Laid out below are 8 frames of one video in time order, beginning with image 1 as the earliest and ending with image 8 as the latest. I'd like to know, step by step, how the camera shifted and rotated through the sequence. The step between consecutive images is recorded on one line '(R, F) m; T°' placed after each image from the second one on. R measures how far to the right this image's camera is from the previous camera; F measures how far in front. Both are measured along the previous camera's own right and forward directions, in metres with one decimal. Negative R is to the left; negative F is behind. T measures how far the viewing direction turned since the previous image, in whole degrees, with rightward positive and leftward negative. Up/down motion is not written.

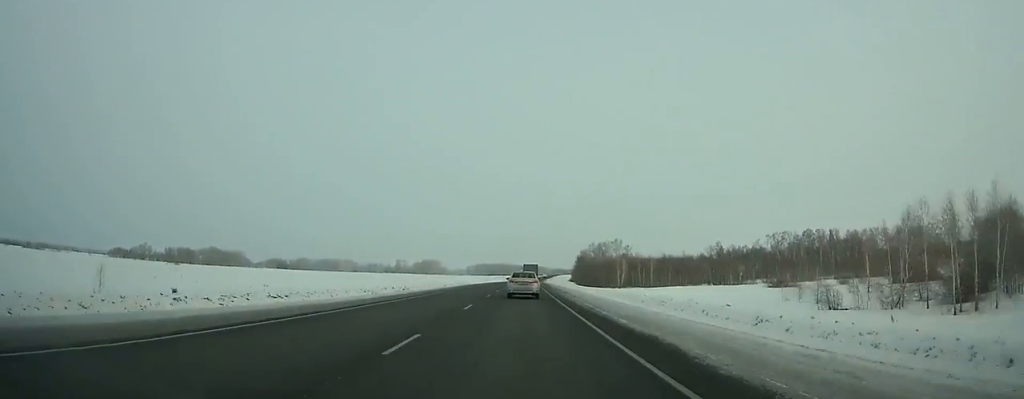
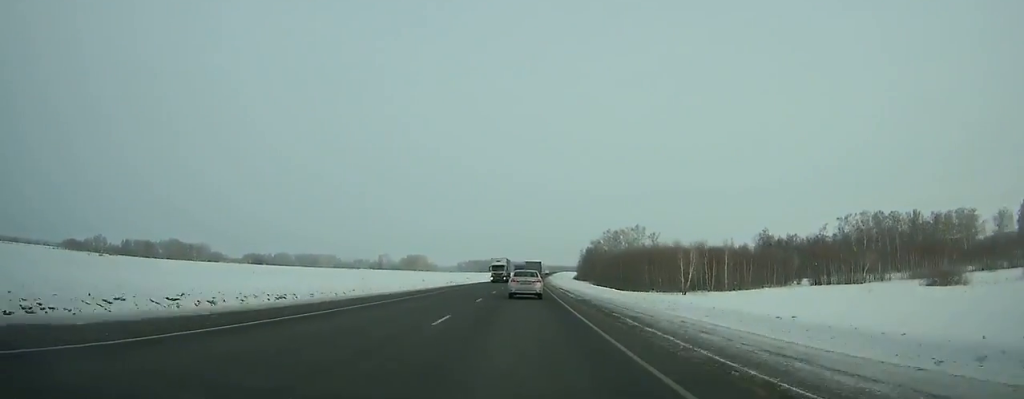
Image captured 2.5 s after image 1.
(+0.3, +65.9) m; +1°
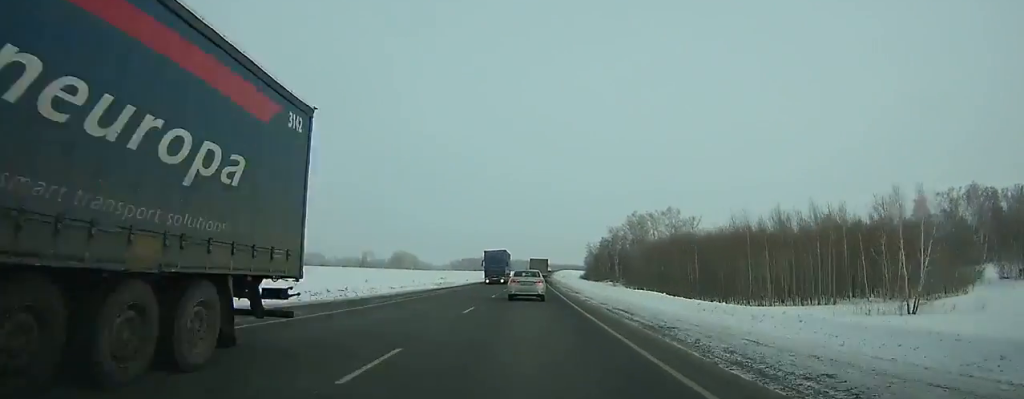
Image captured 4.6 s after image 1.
(+0.3, +54.4) m; +1°
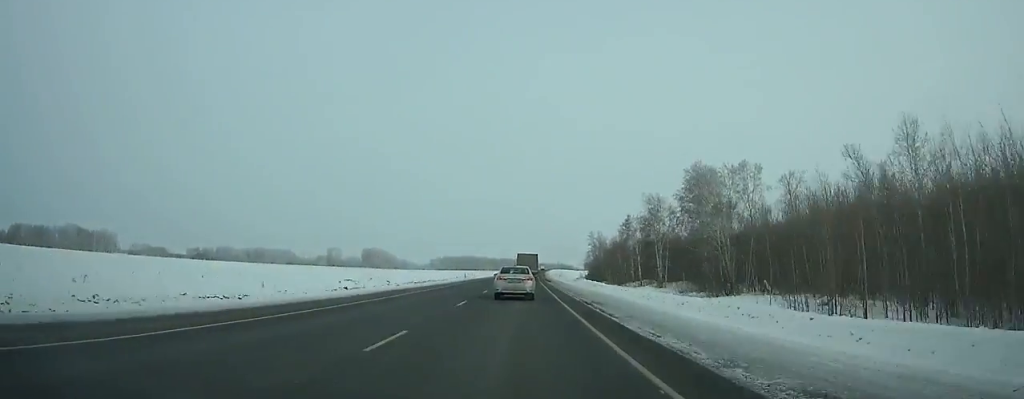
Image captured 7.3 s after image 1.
(+0.6, +68.6) m; +1°
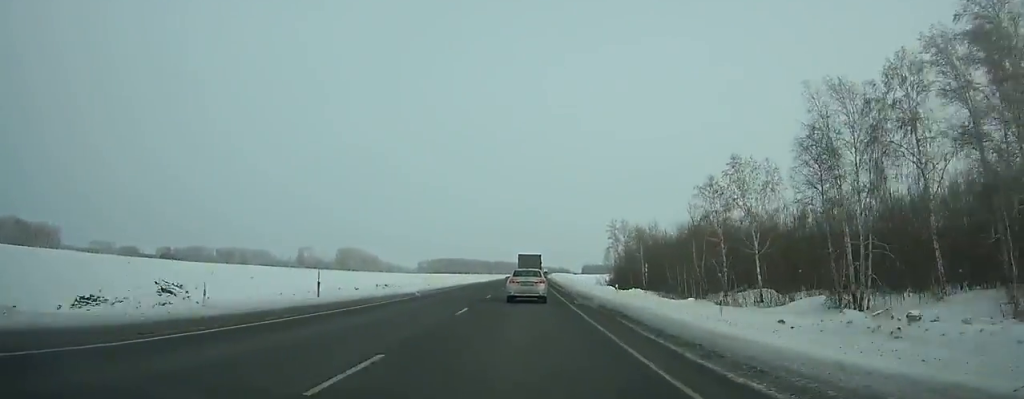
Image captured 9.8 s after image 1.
(+0.5, +62.1) m; +1°
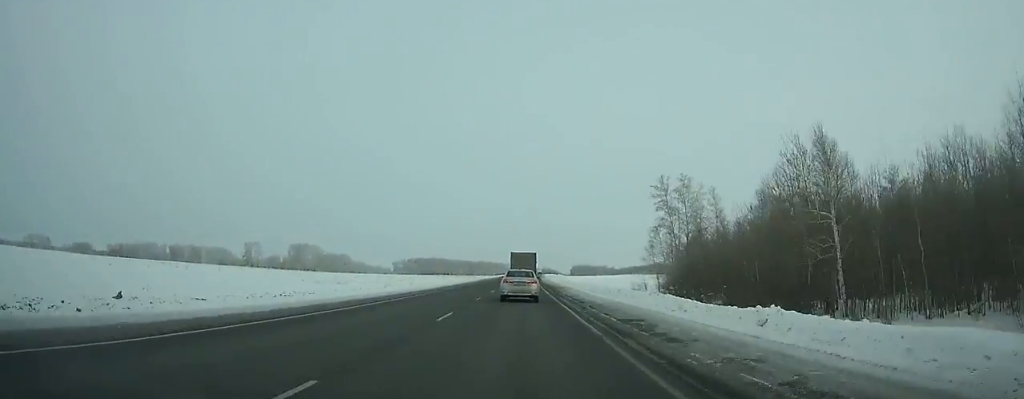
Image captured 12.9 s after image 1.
(+0.7, +75.6) m; +1°
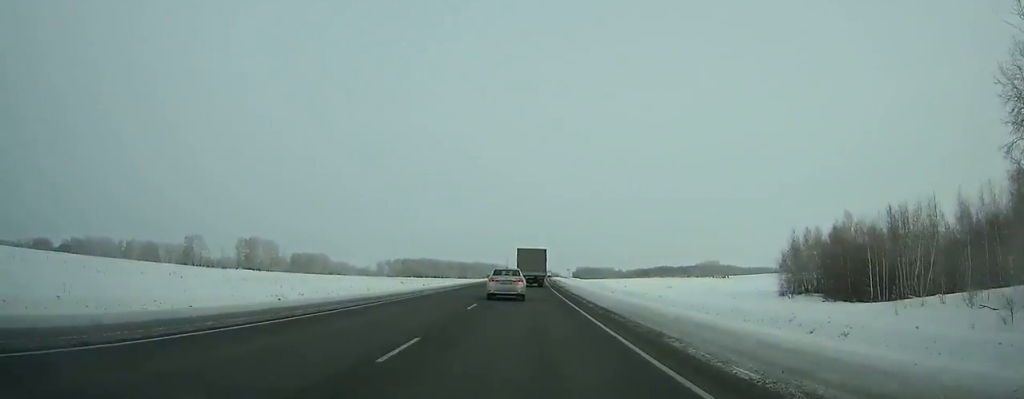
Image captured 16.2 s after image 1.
(+0.3, +79.5) m; 0°
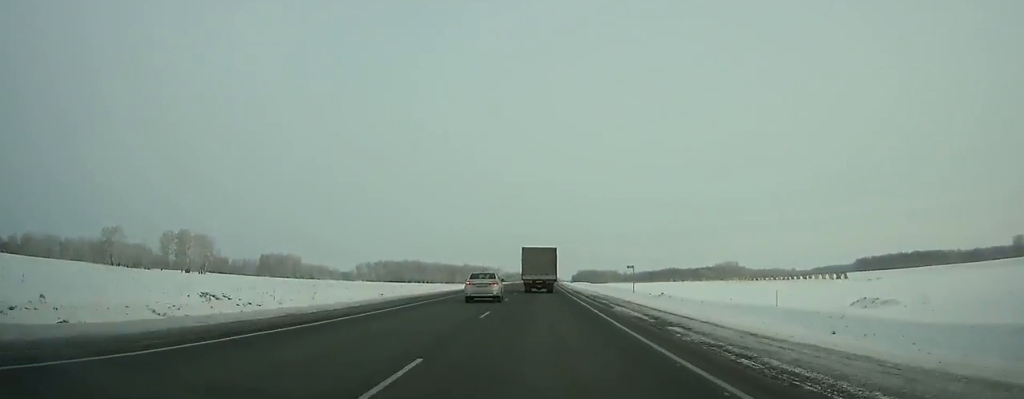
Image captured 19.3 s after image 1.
(0.0, +74.9) m; 0°
